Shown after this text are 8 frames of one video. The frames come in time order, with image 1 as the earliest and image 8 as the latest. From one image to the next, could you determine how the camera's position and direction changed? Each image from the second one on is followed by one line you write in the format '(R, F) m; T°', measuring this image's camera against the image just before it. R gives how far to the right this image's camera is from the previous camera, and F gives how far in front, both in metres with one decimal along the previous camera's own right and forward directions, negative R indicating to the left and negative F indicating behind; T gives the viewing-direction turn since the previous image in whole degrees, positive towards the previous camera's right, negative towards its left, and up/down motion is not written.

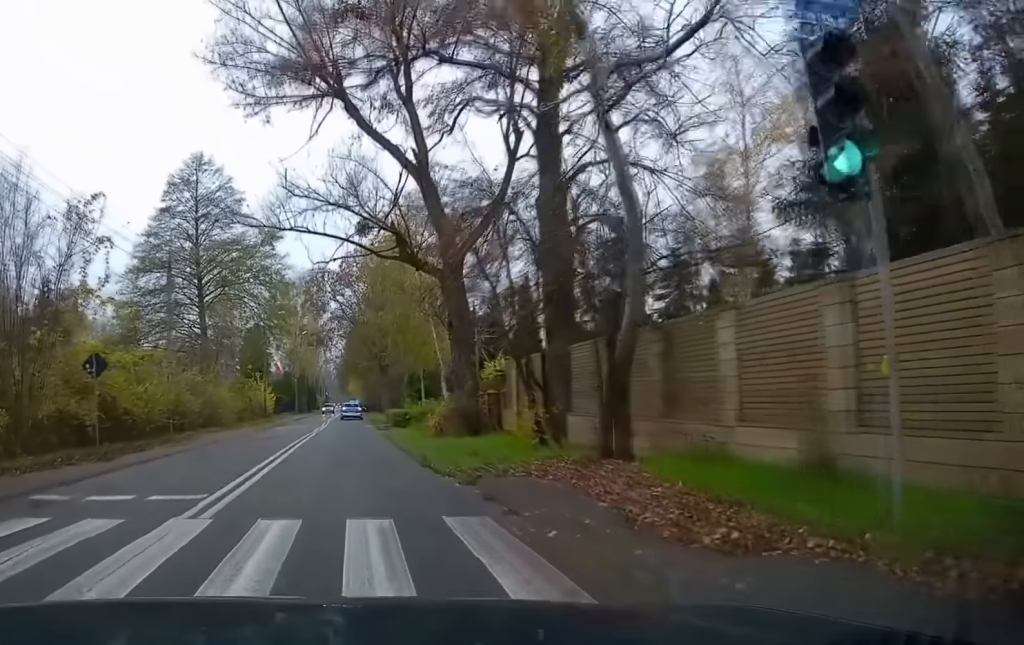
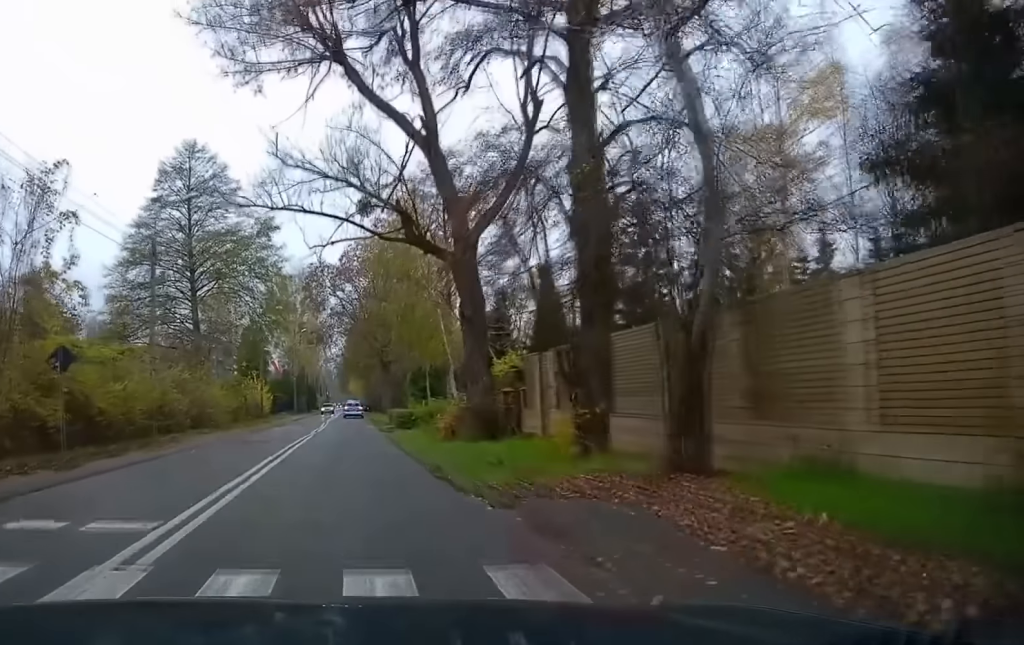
(+0.4, +1.9) m; 0°
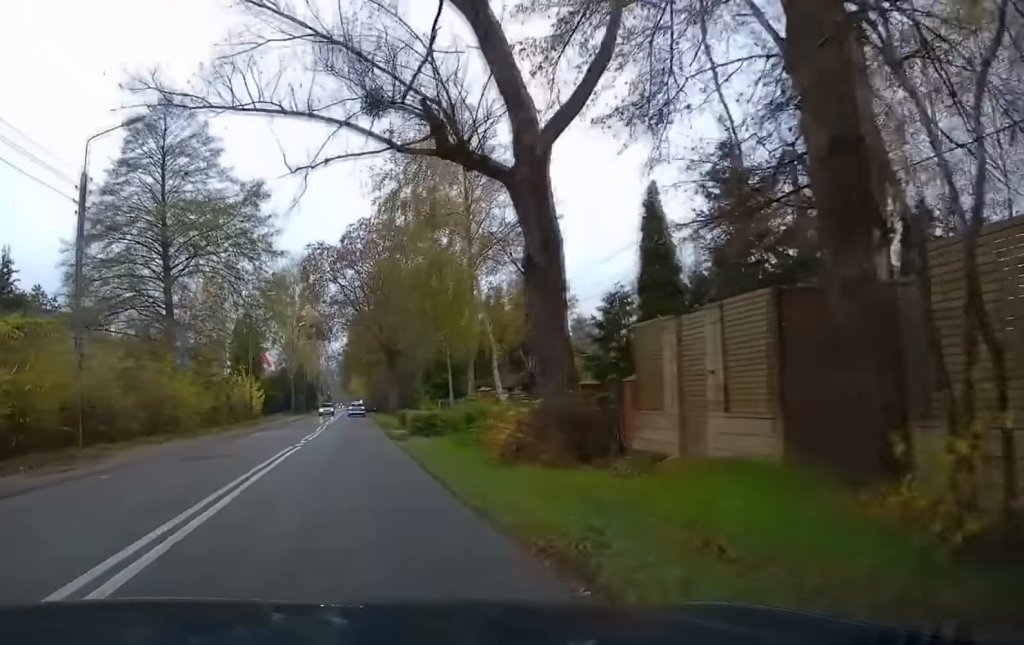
(-0.6, +6.1) m; -3°
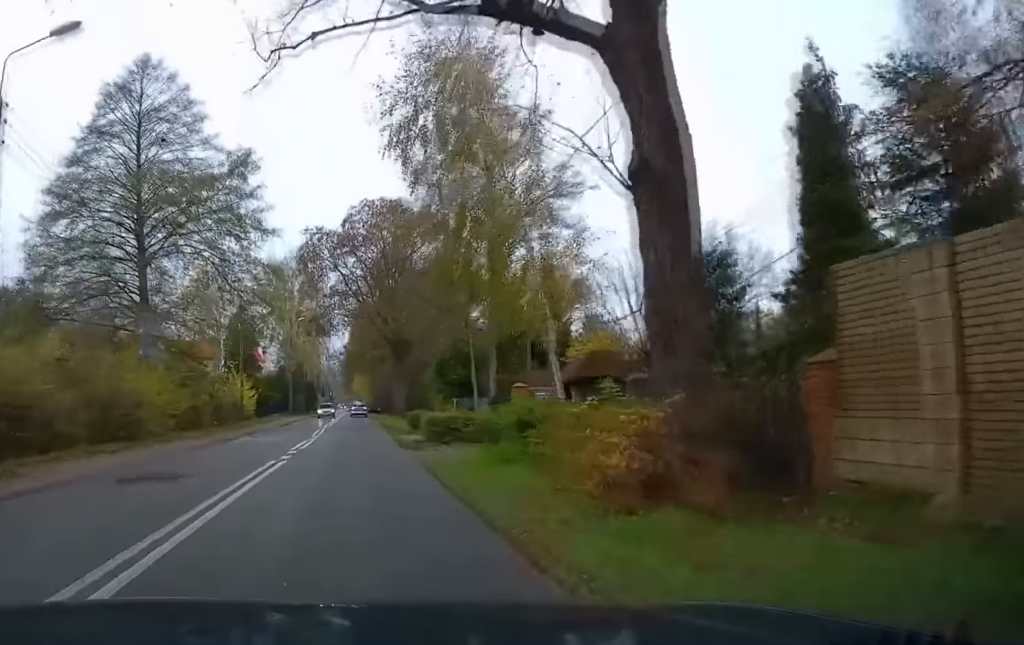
(+0.2, +4.7) m; +2°
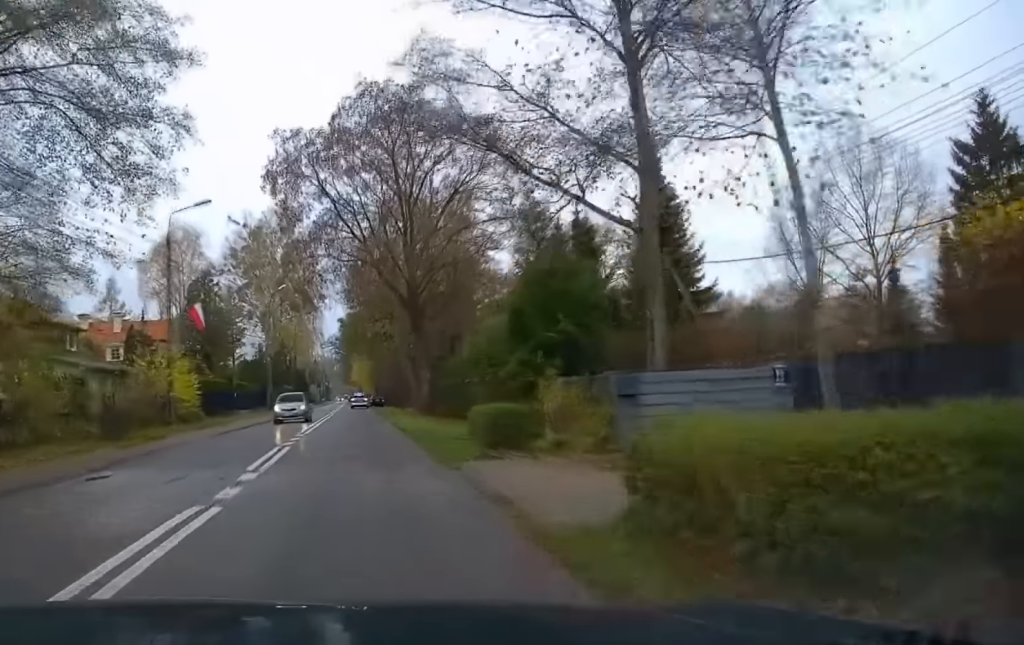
(0.0, +16.6) m; -1°
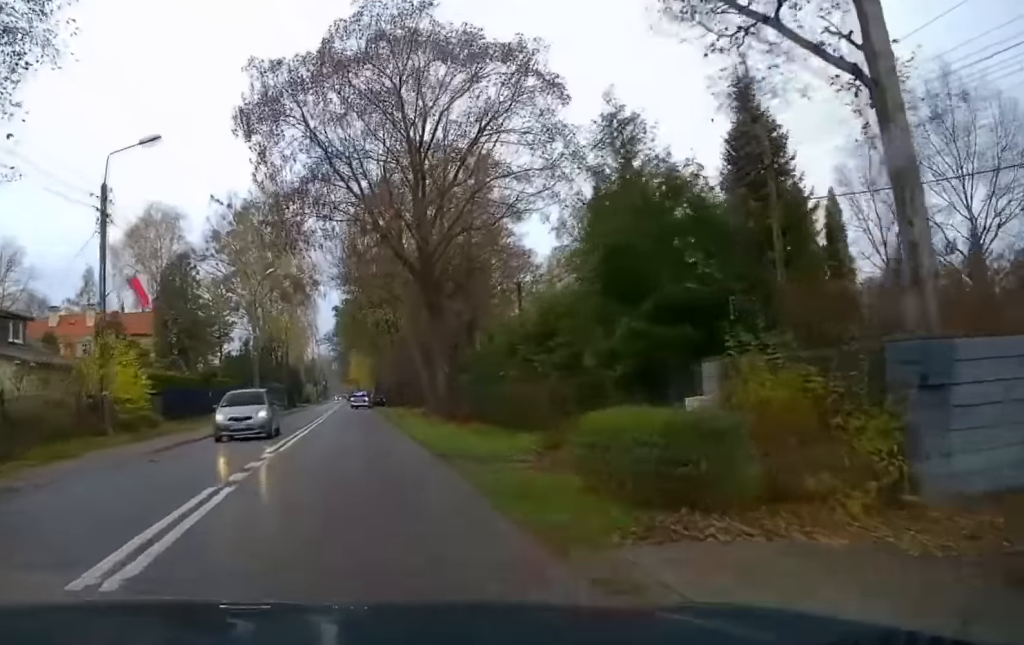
(-0.1, +8.0) m; +1°
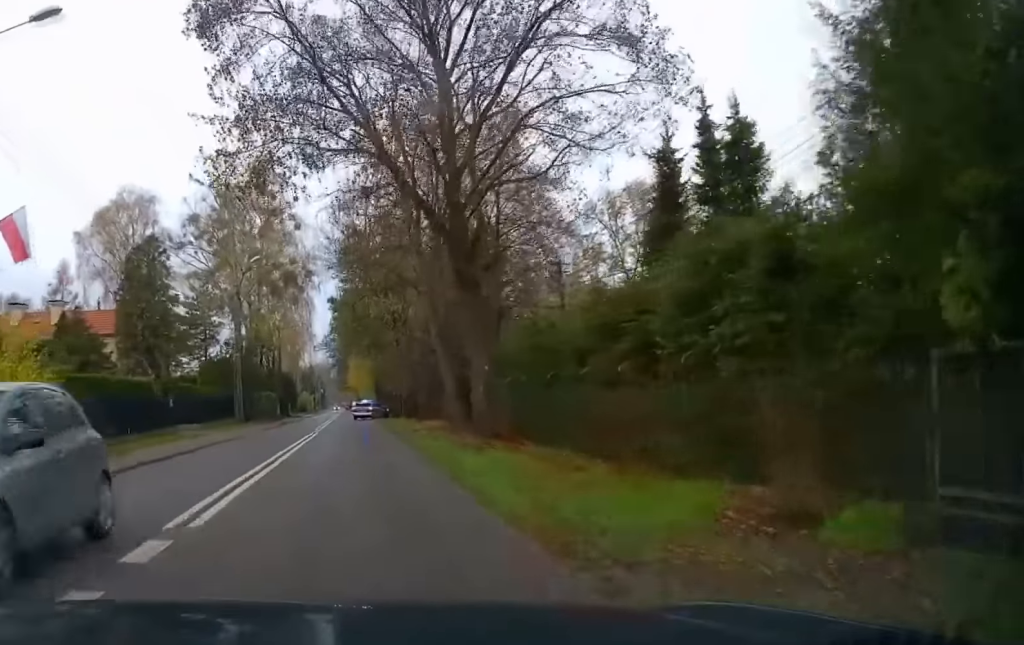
(+0.3, +9.5) m; +2°
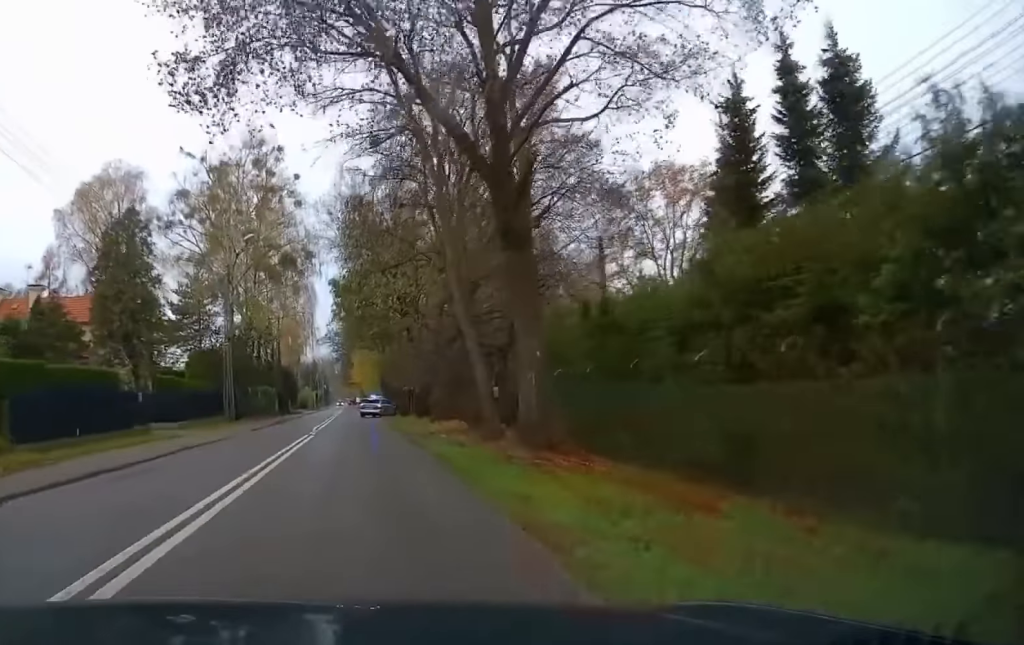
(0.0, +5.7) m; 0°
